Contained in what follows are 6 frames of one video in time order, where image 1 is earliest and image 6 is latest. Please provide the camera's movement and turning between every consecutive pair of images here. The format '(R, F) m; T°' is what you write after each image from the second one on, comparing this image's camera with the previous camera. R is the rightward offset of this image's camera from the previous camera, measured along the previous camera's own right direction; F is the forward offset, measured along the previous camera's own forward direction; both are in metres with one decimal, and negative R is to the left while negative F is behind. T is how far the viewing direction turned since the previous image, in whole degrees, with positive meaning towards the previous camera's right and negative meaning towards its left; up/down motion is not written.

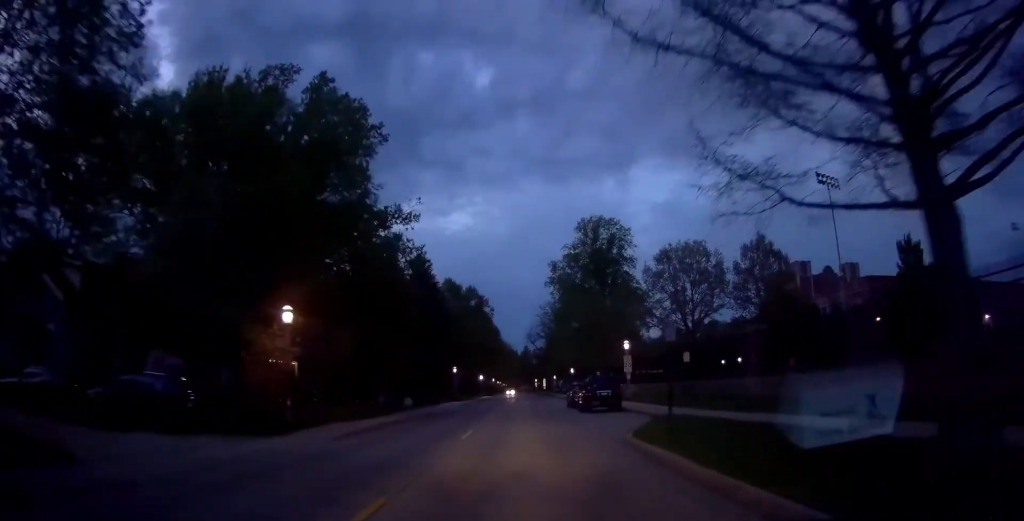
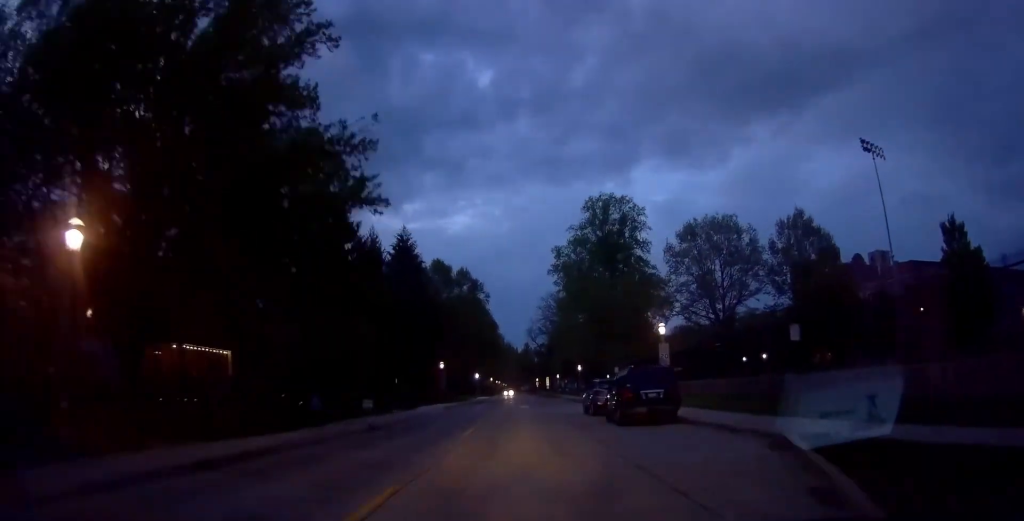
(0.0, +11.5) m; 0°
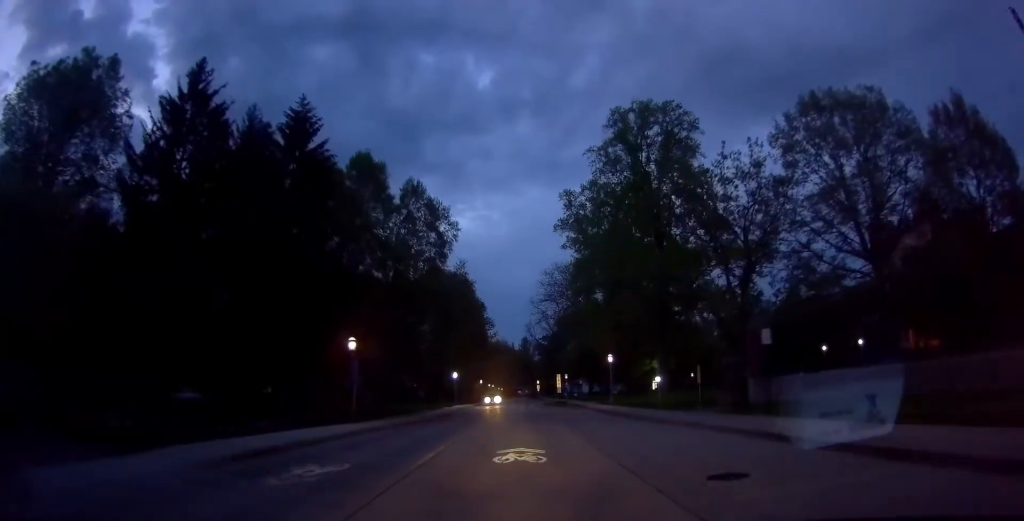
(0.0, +31.5) m; 0°
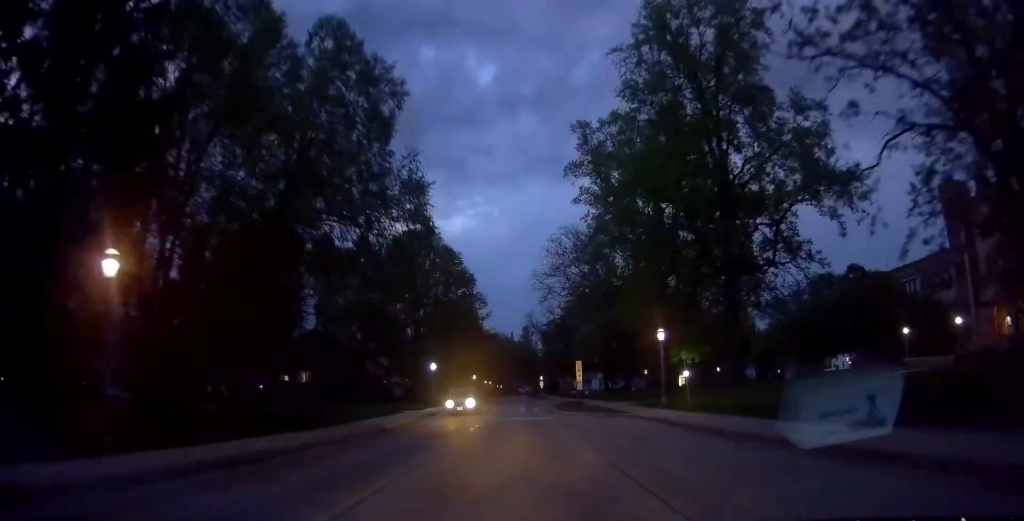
(0.0, +19.1) m; 0°
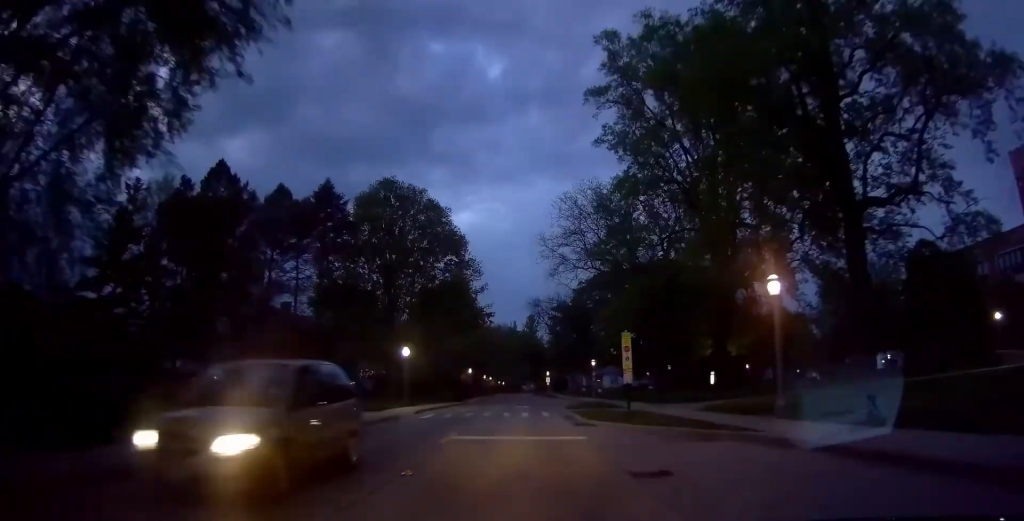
(0.0, +15.5) m; 0°
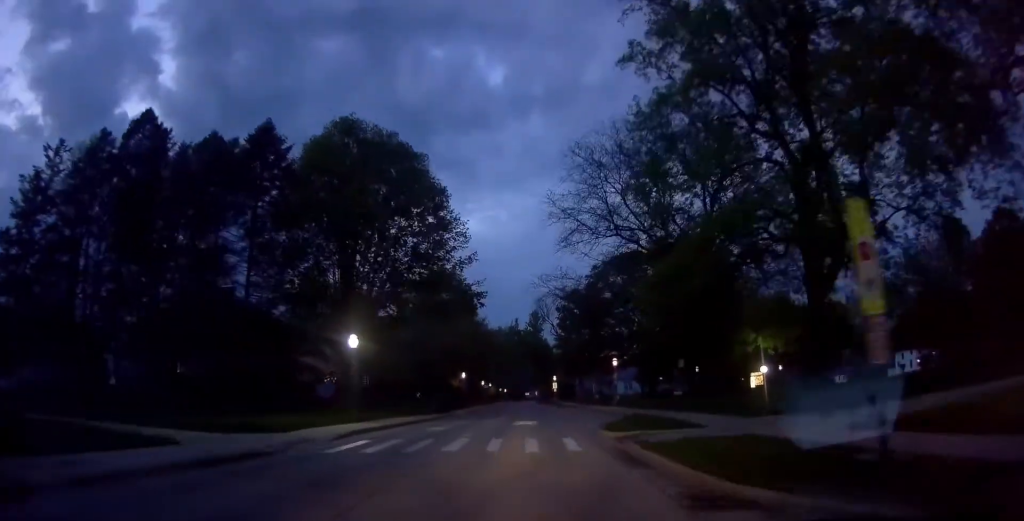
(0.0, +13.8) m; -1°
